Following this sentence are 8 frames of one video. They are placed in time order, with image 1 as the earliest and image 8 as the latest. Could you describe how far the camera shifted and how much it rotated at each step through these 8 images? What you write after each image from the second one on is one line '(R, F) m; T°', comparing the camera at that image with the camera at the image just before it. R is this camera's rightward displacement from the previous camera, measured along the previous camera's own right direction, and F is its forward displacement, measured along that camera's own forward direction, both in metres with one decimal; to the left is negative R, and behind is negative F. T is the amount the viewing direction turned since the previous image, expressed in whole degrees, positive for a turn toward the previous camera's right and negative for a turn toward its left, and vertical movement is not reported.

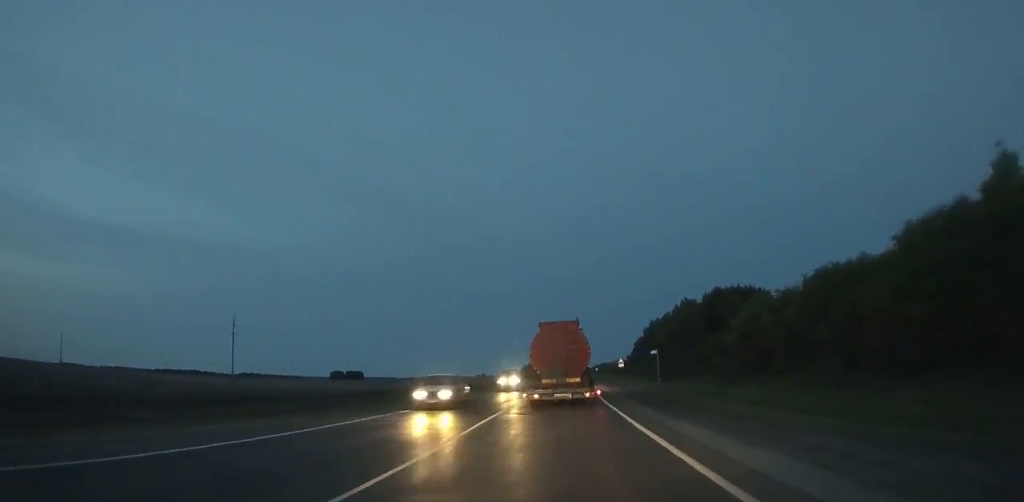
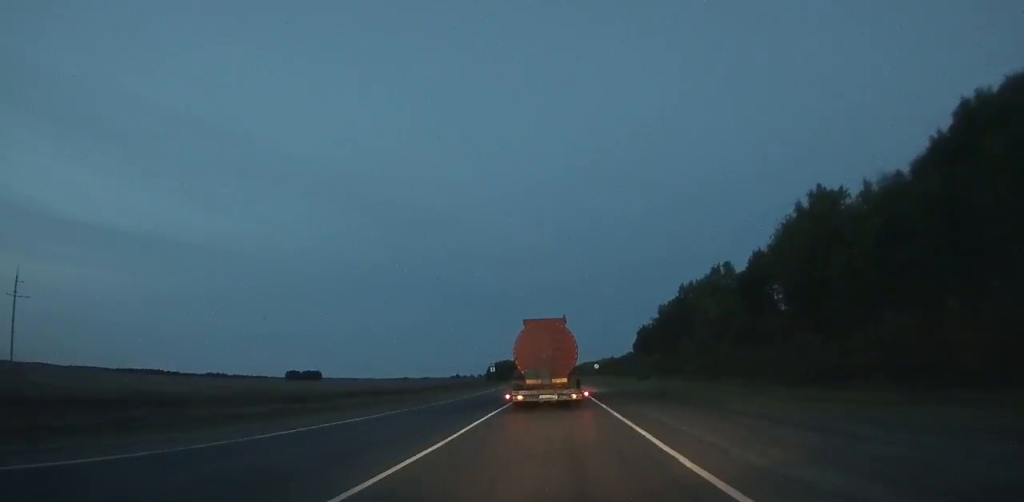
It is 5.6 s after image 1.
(+2.2, +81.5) m; +2°
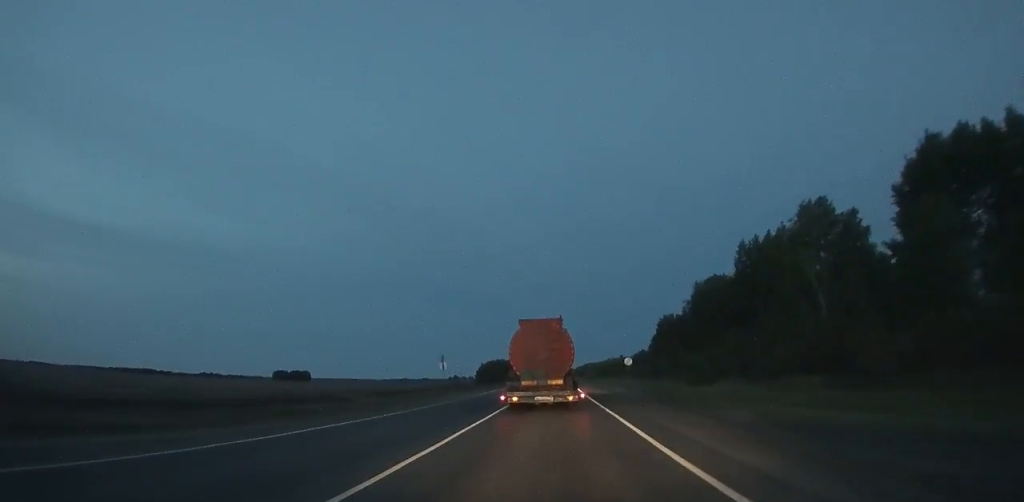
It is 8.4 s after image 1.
(+0.3, +42.0) m; 0°
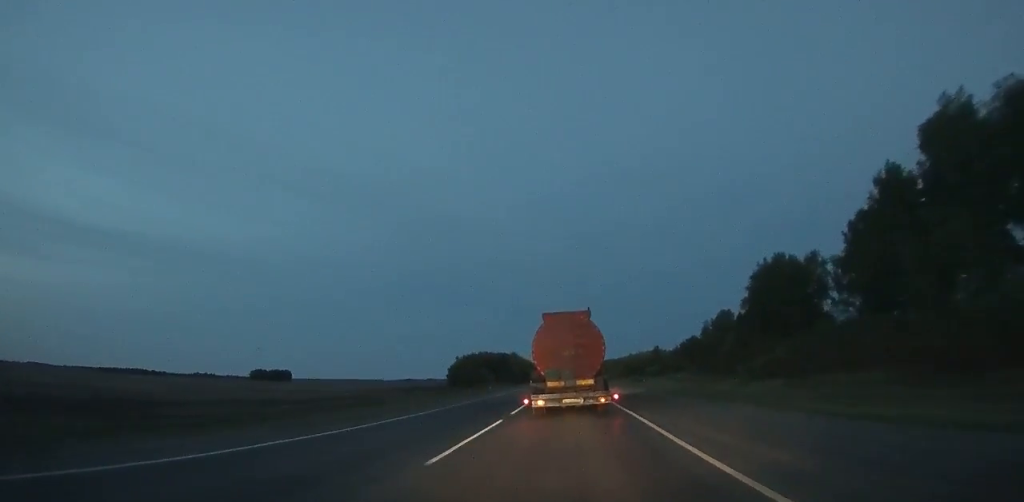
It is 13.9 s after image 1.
(-0.2, +84.3) m; -1°
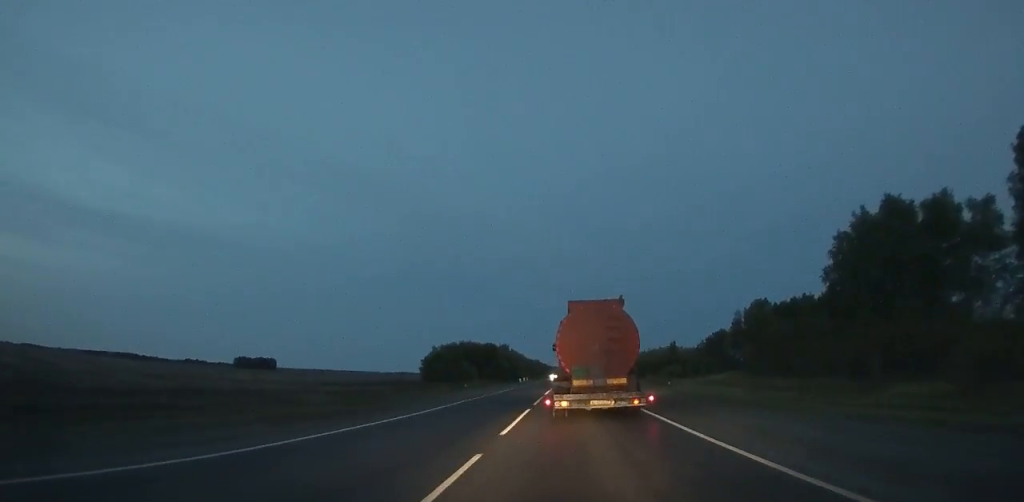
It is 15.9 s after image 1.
(-0.4, +31.1) m; 0°
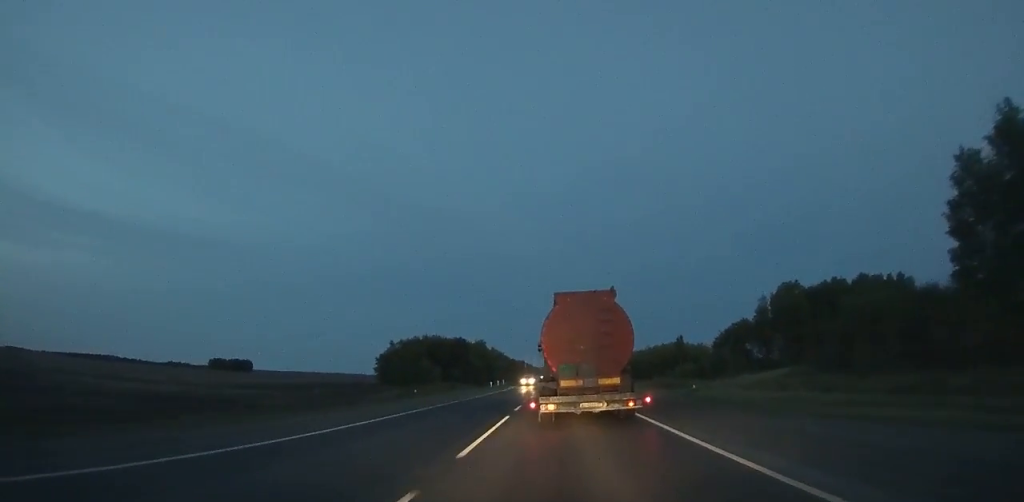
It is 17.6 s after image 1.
(+0.2, +26.4) m; +1°
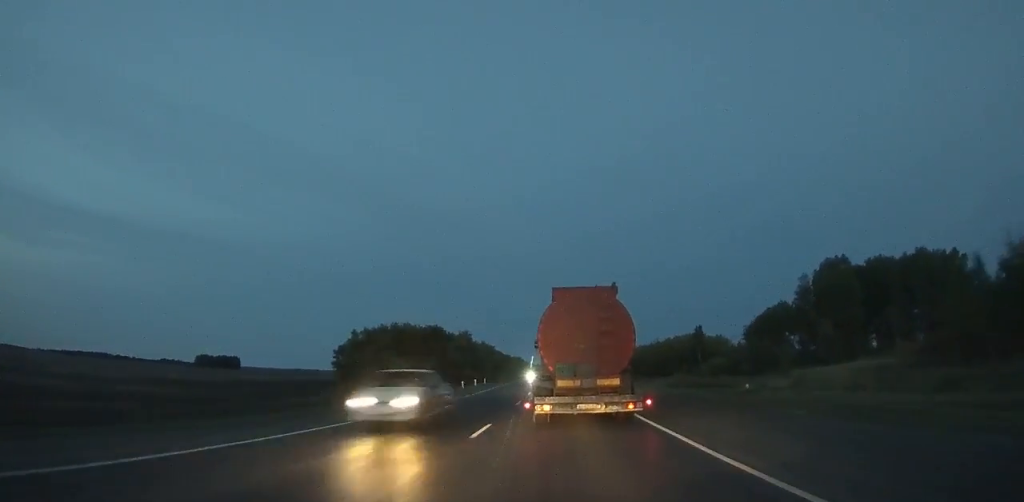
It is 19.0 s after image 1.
(0.0, +21.8) m; 0°
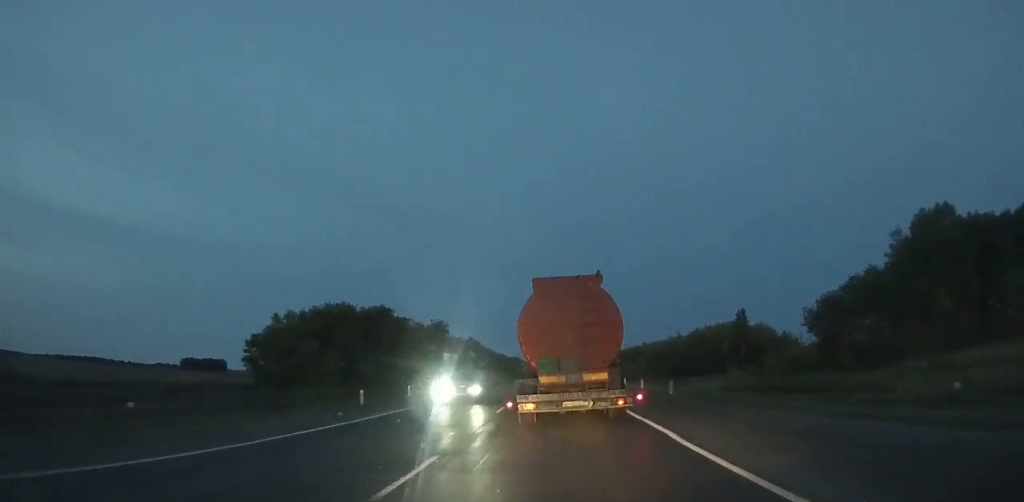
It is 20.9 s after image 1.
(+0.2, +28.9) m; 0°
